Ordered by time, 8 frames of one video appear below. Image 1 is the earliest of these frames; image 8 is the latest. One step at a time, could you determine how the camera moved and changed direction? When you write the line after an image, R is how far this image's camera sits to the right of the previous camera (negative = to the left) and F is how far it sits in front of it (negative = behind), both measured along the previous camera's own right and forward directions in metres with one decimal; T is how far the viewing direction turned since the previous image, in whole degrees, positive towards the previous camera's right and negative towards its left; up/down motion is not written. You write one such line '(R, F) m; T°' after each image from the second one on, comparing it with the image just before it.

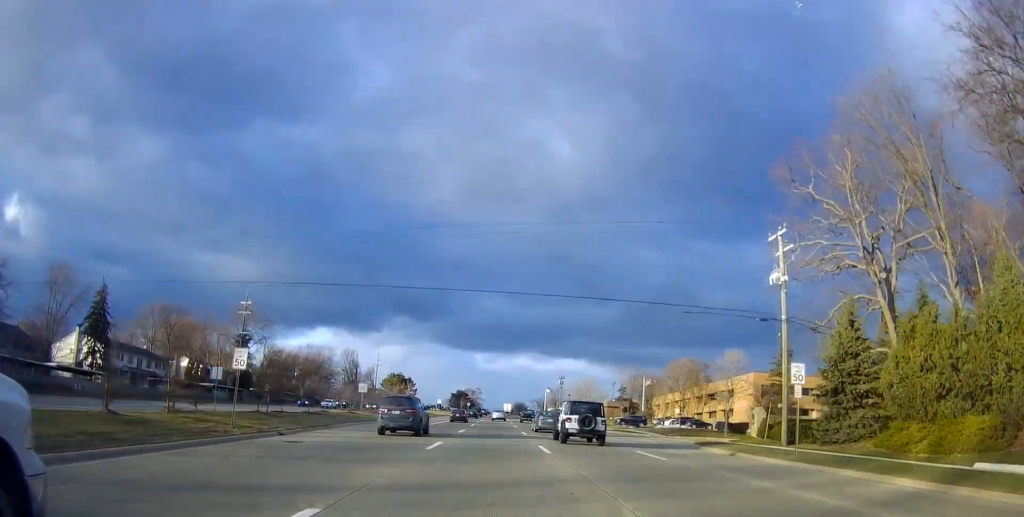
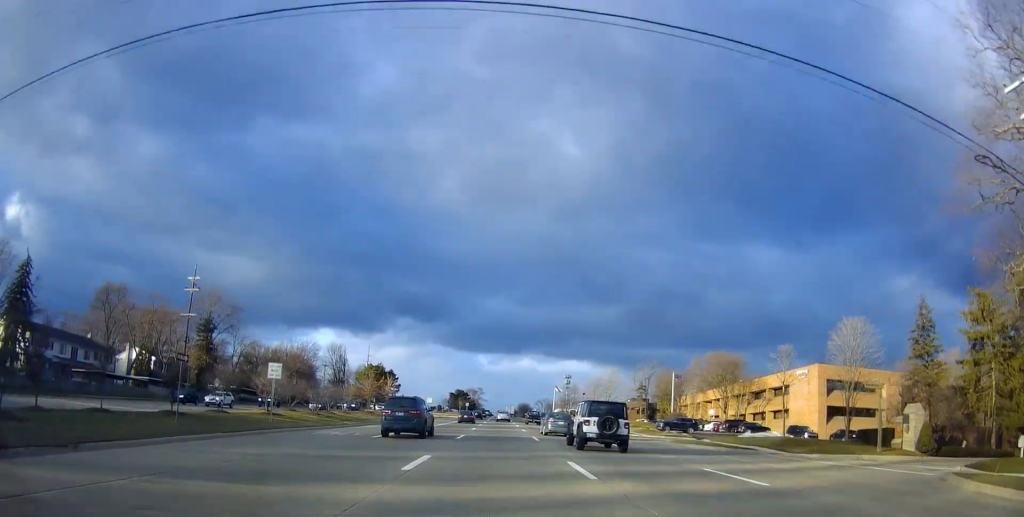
(+0.7, +21.6) m; +1°
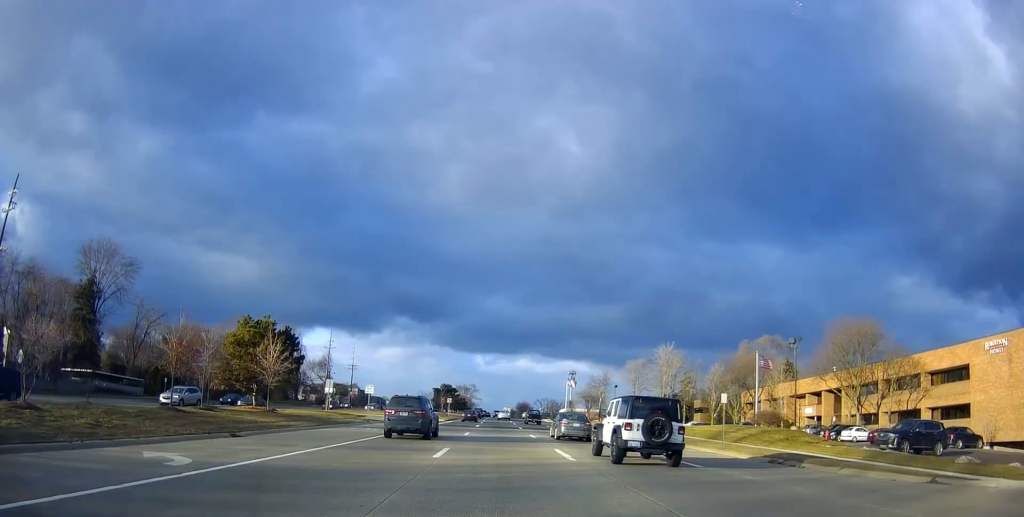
(-0.1, +42.1) m; 0°
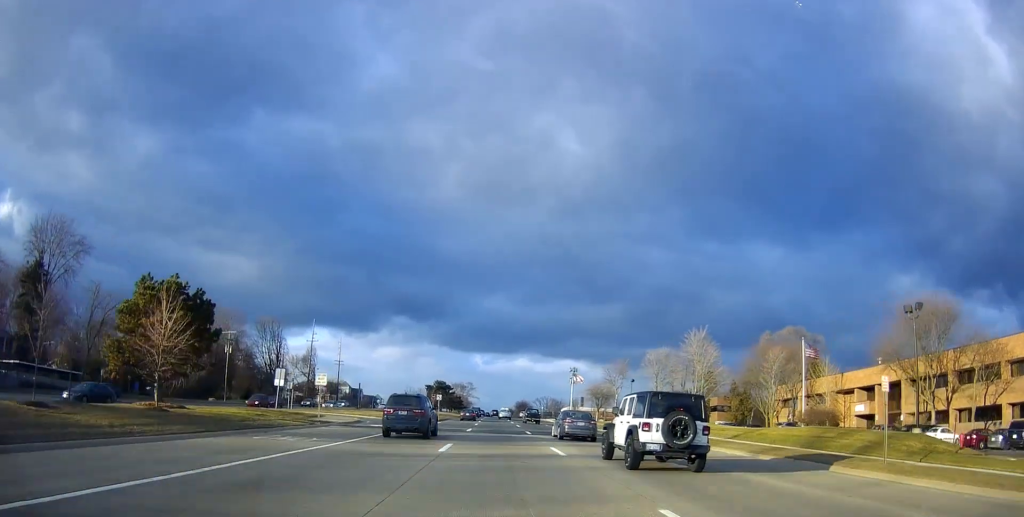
(-0.1, +13.8) m; 0°
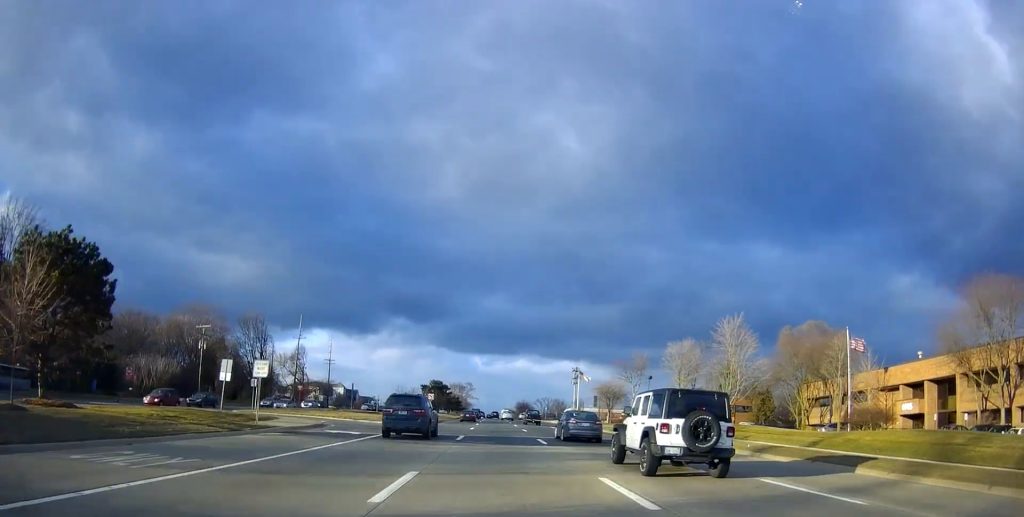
(-0.1, +9.9) m; 0°
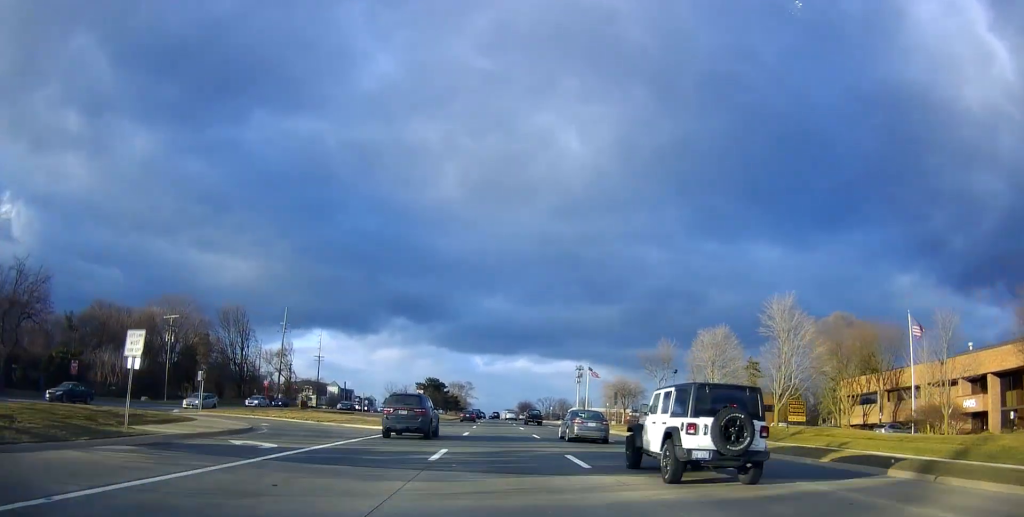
(0.0, +10.6) m; 0°
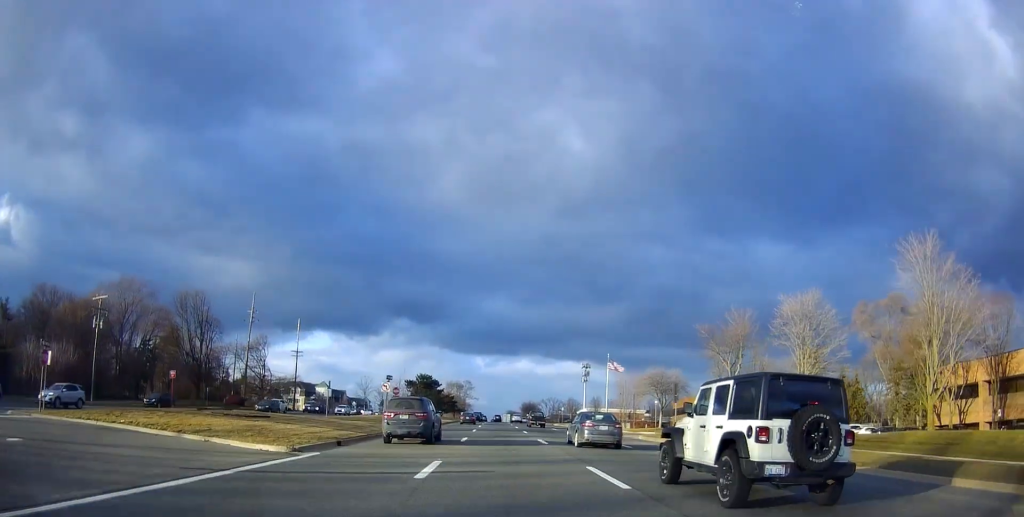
(0.0, +18.1) m; 0°
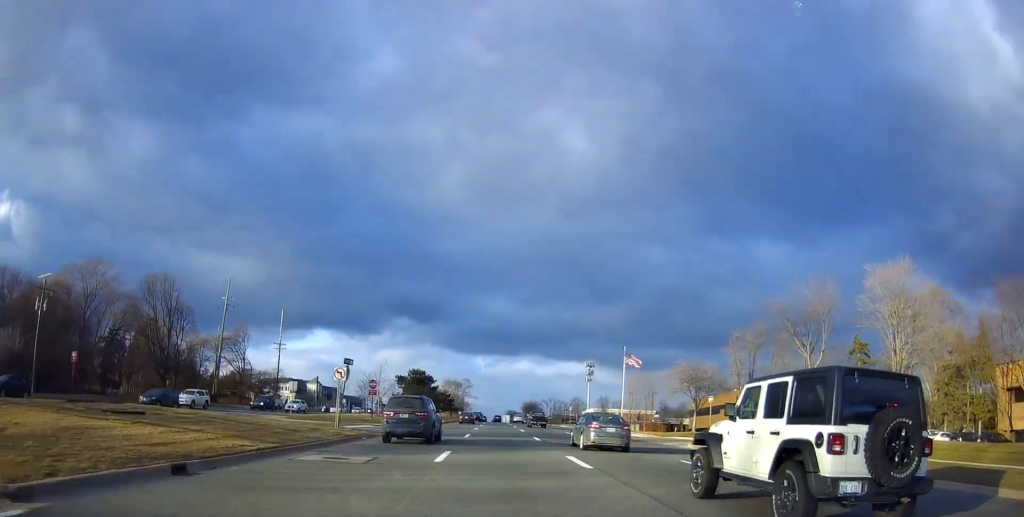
(0.0, +11.4) m; 0°
